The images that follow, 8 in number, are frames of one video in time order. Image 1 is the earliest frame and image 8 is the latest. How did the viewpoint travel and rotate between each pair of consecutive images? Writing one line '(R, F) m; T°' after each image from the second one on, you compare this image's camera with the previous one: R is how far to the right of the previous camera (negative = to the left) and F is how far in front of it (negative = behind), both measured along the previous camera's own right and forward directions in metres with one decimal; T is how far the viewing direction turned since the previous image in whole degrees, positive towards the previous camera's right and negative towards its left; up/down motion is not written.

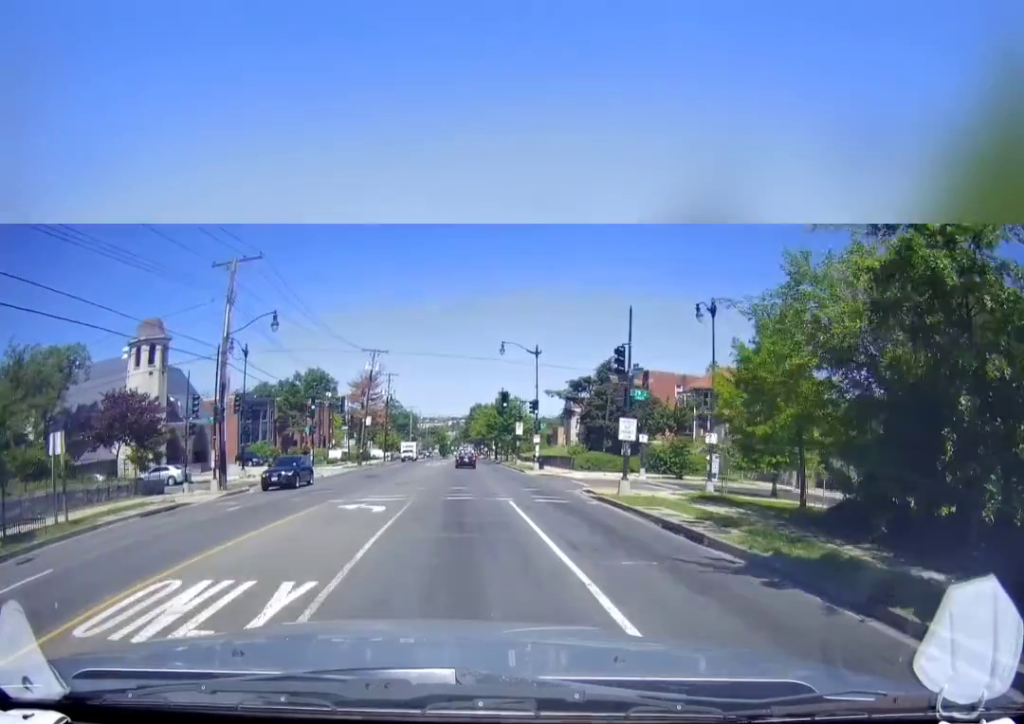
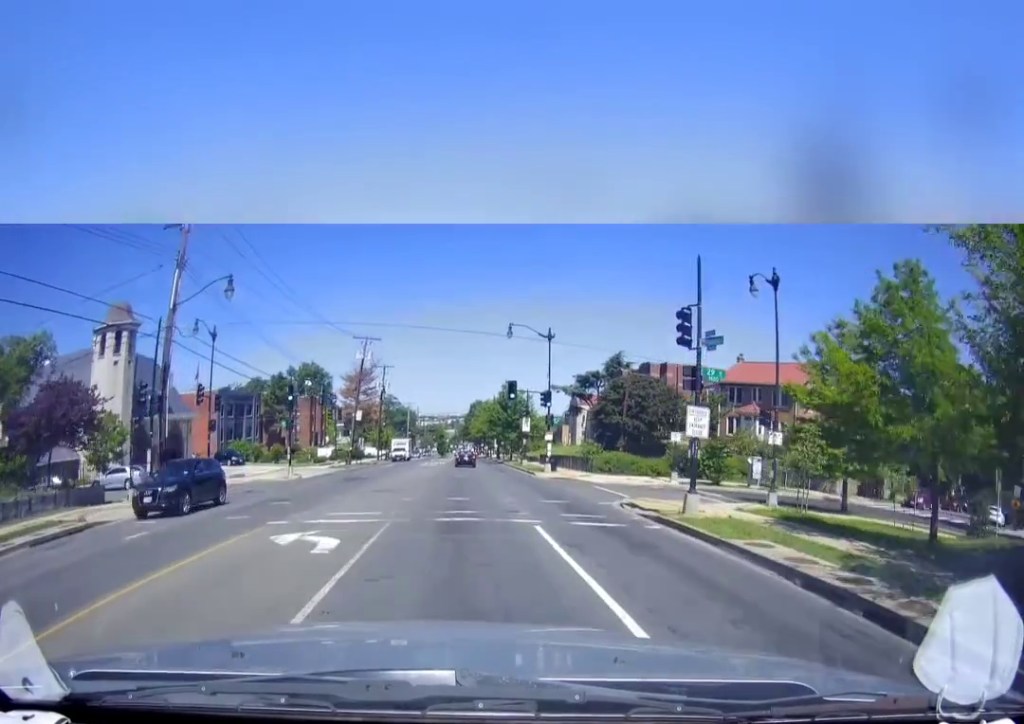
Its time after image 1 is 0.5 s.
(0.0, +6.4) m; 0°
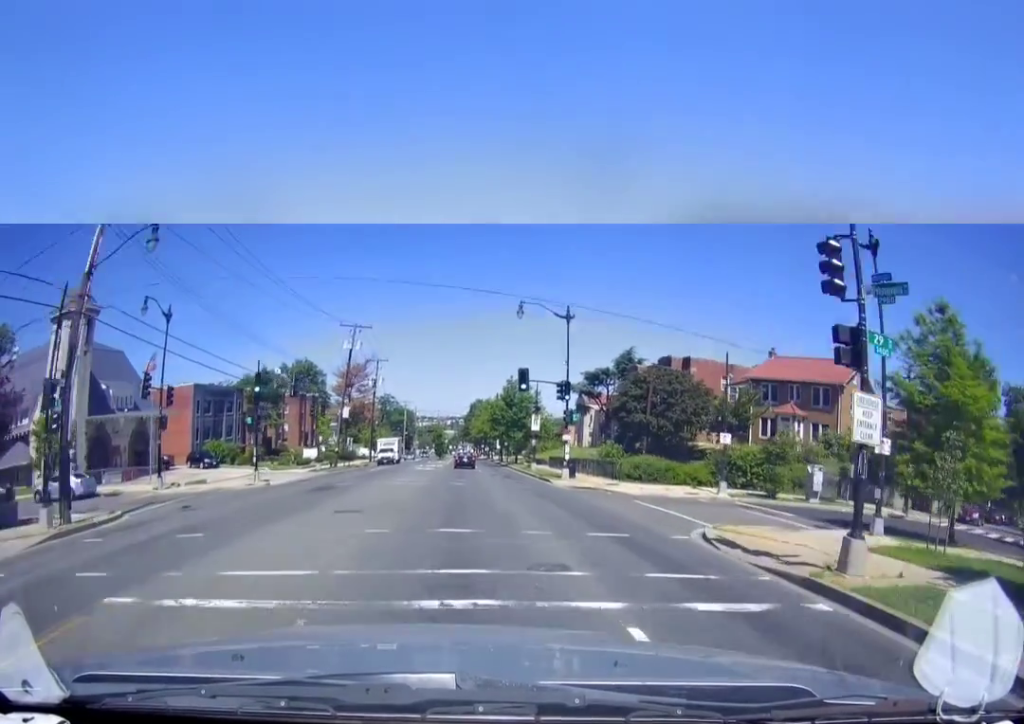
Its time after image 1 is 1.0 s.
(-0.2, +6.8) m; -1°
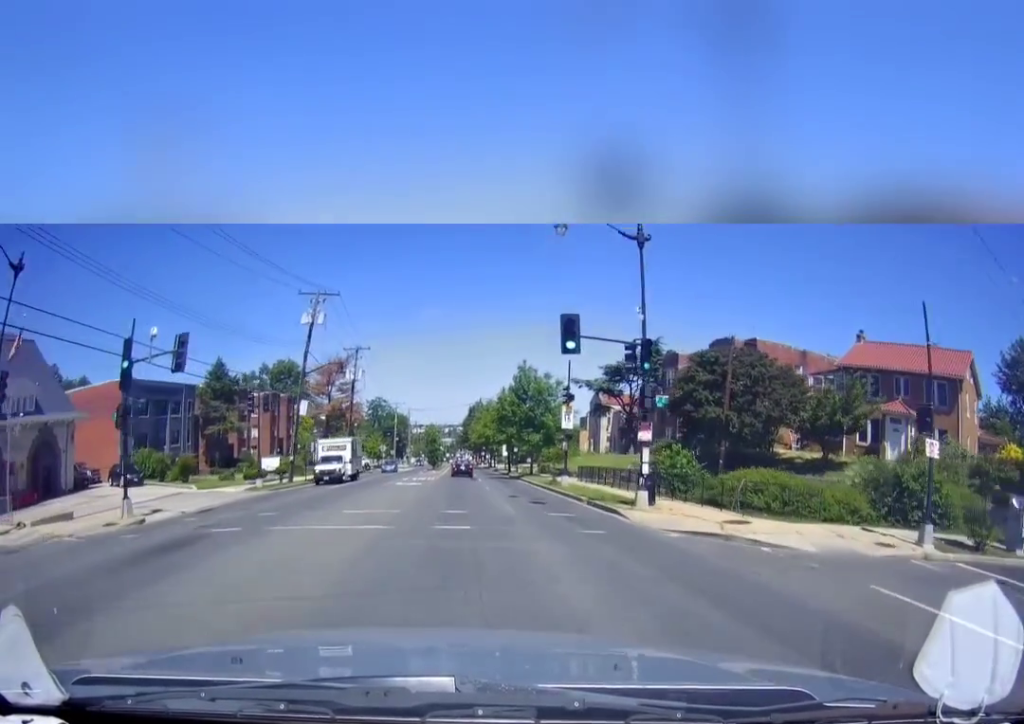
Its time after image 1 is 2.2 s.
(-0.1, +15.2) m; 0°
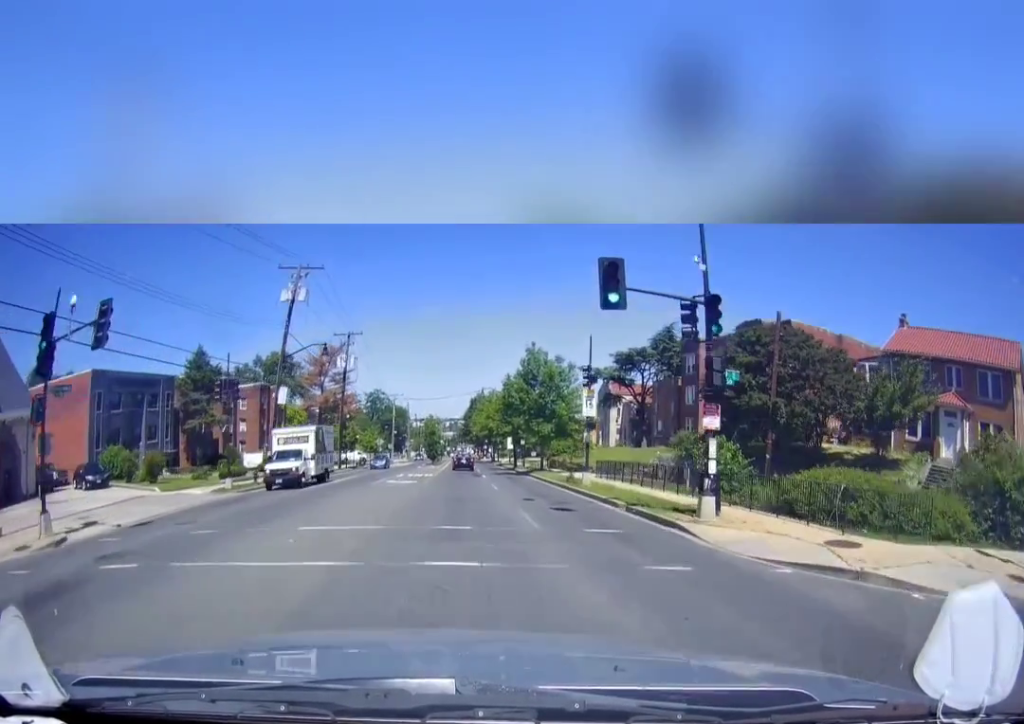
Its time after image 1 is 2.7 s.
(0.0, +5.7) m; -1°
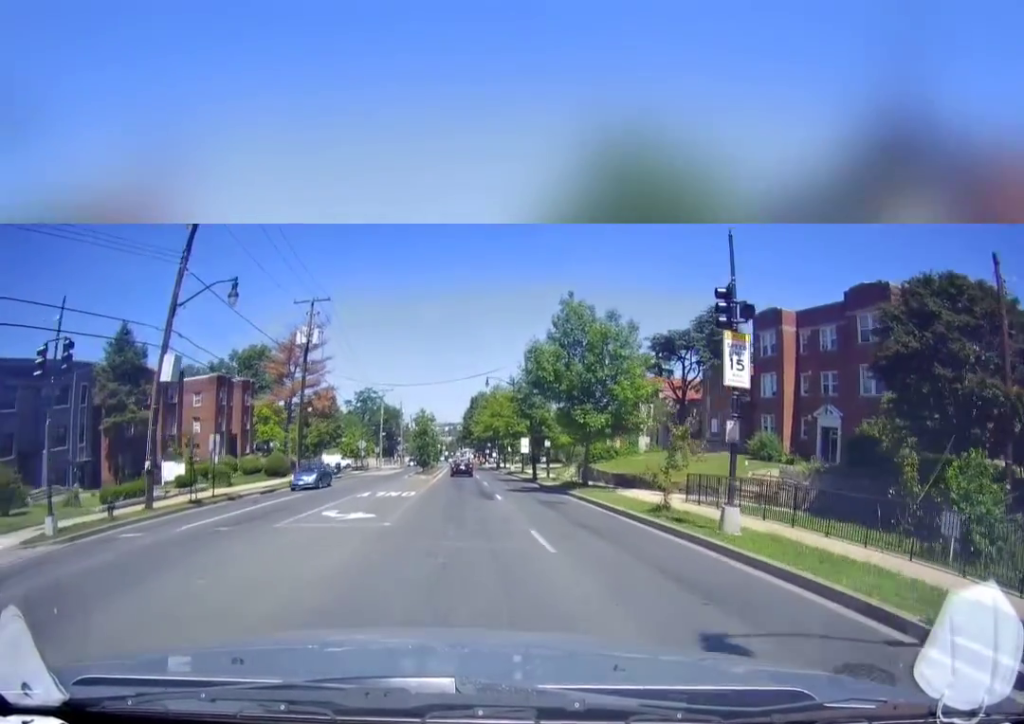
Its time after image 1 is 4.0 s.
(-0.3, +15.7) m; +1°
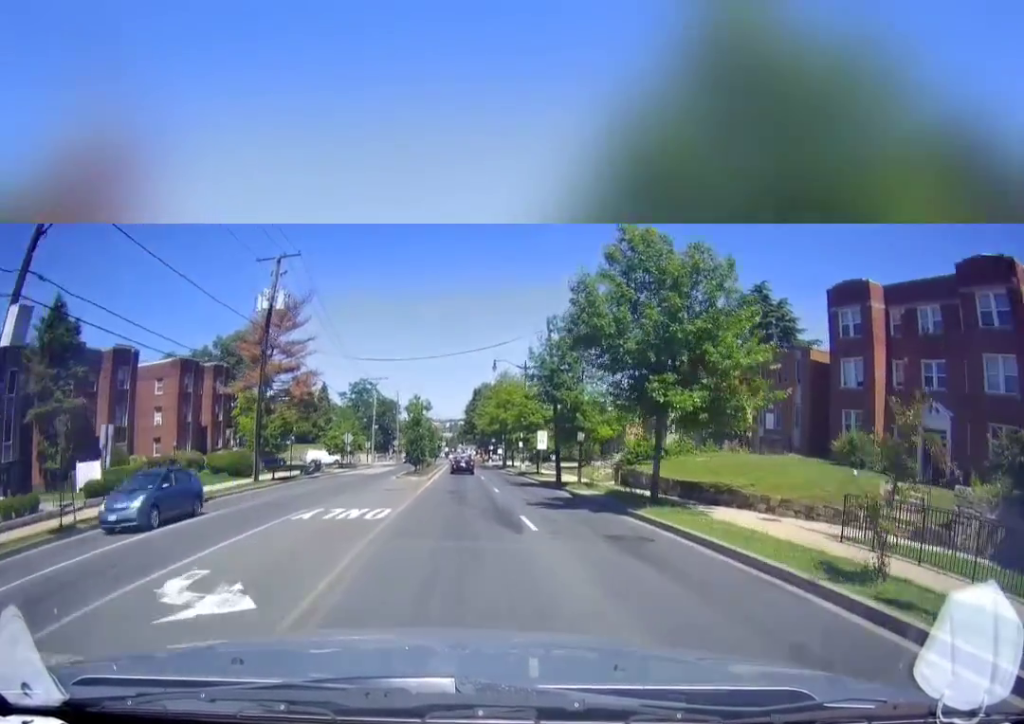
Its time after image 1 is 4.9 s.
(+0.4, +10.1) m; +3°
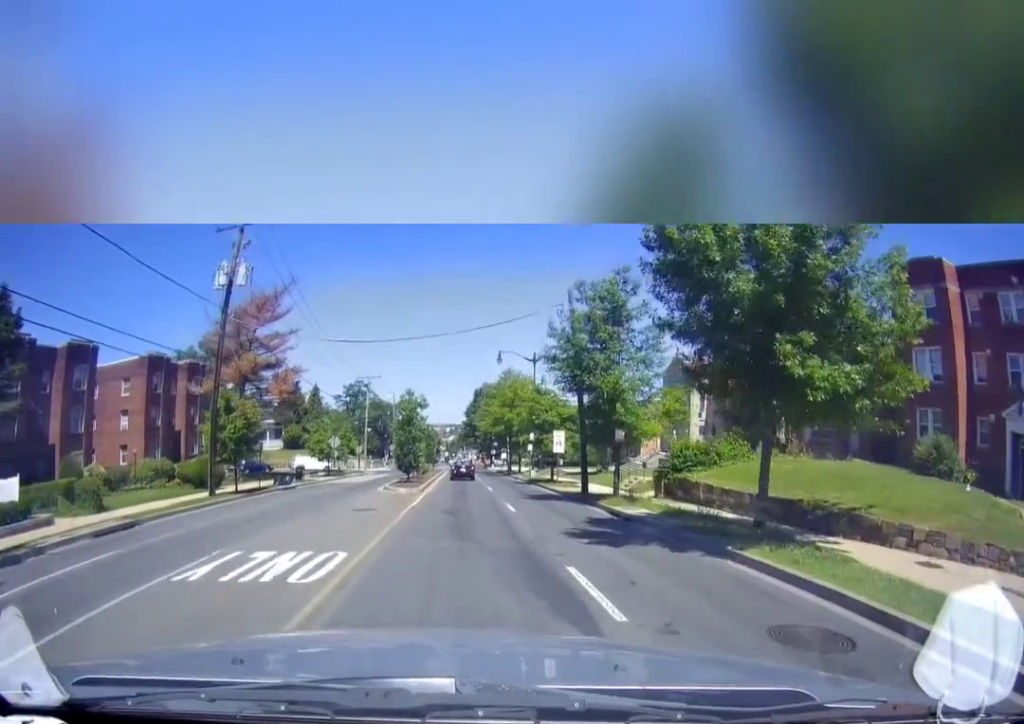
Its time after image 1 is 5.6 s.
(+0.1, +6.9) m; -1°
